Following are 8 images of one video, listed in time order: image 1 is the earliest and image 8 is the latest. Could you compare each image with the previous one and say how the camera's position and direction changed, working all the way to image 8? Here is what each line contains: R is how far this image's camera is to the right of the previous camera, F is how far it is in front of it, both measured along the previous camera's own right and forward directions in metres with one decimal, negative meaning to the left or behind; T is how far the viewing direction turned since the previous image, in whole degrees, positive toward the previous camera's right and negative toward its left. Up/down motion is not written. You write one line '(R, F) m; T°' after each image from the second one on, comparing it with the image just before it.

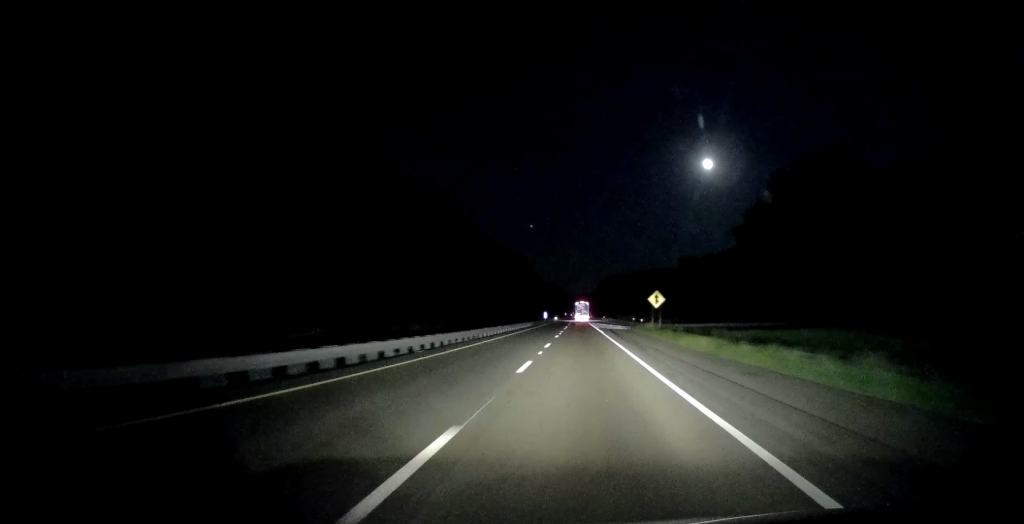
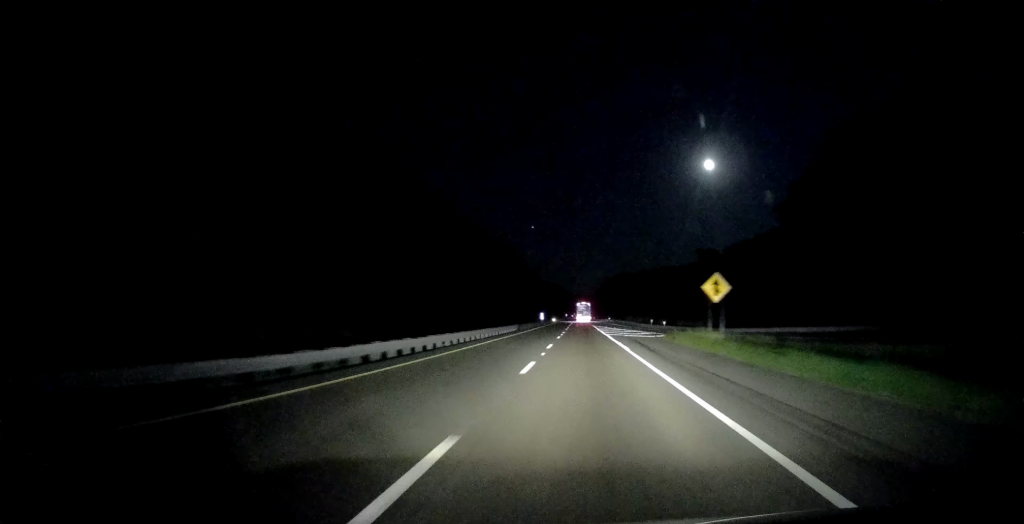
(-0.3, +24.1) m; 0°
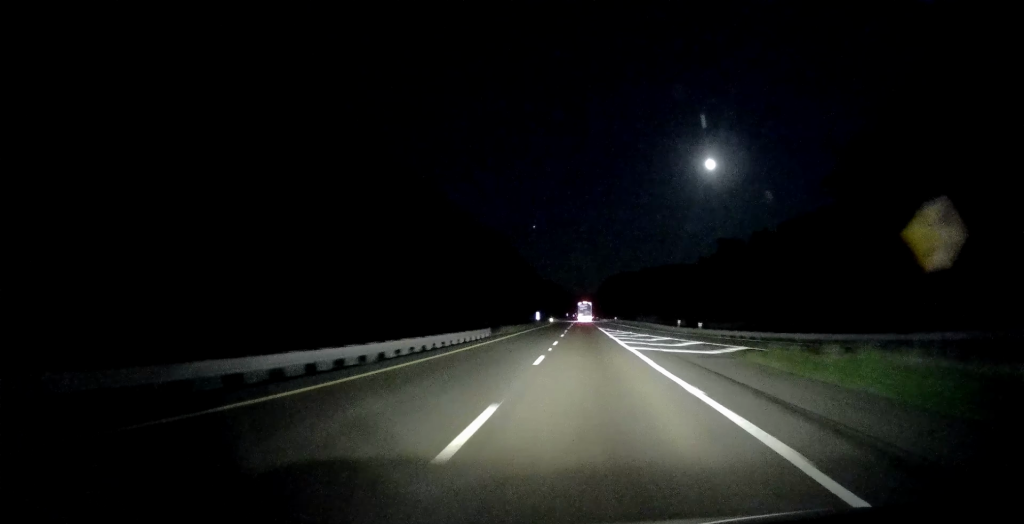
(-0.1, +20.9) m; 0°
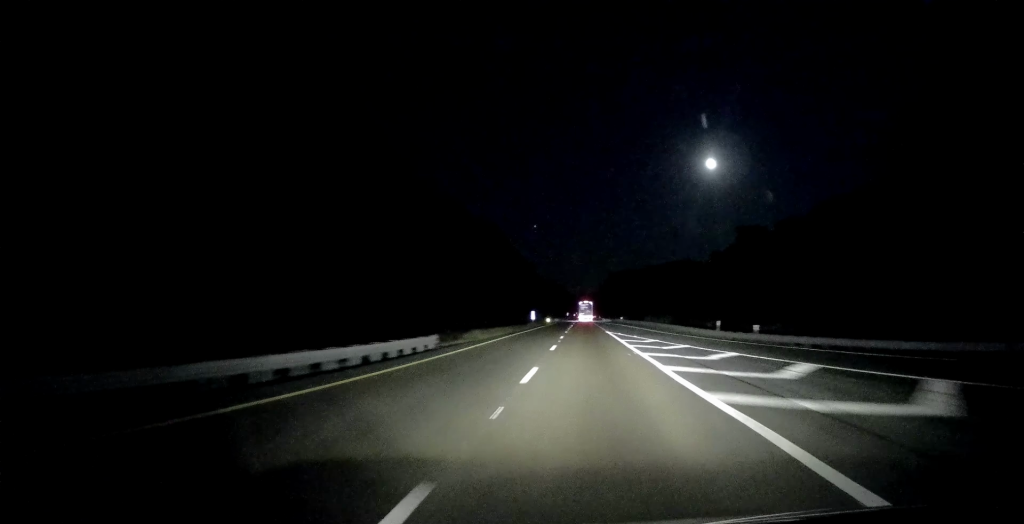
(+0.3, +16.6) m; 0°
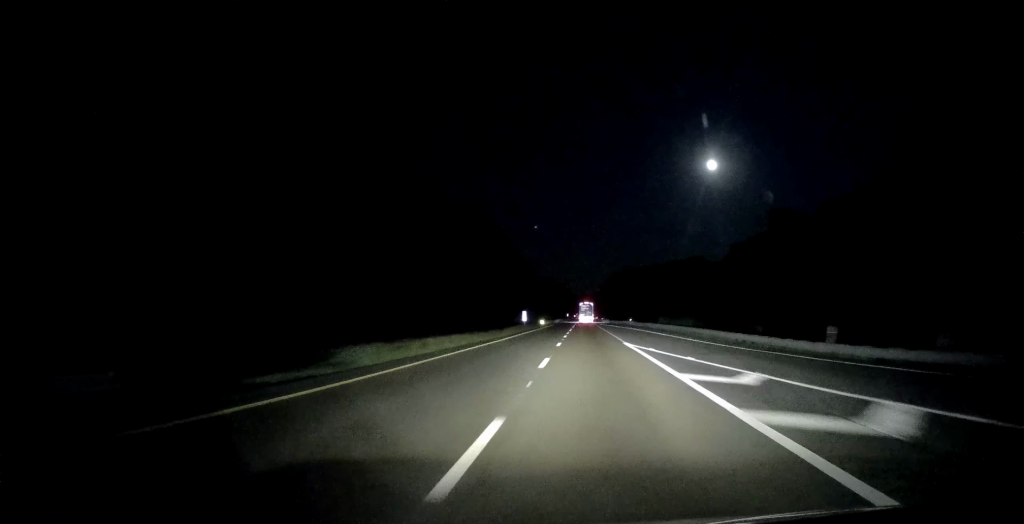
(0.0, +20.0) m; 0°
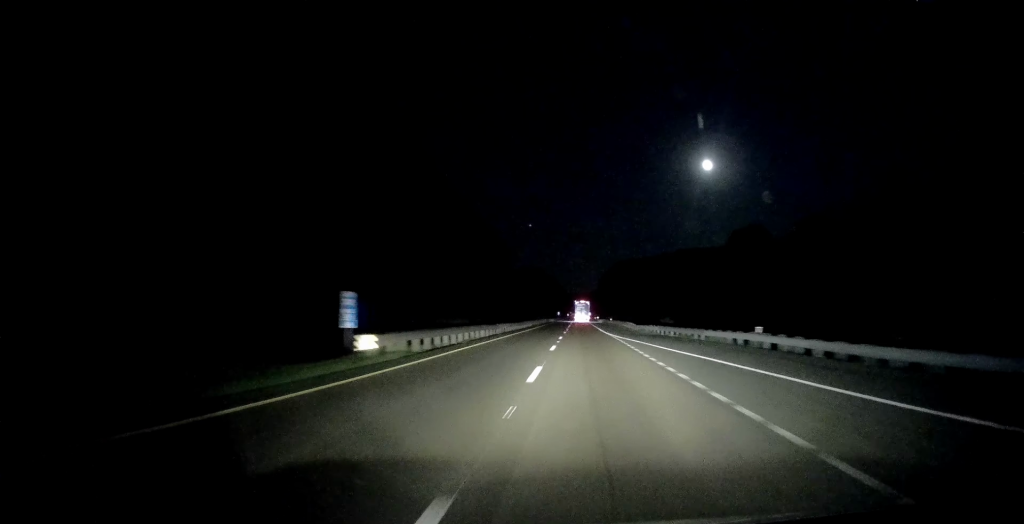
(-0.4, +77.4) m; +1°
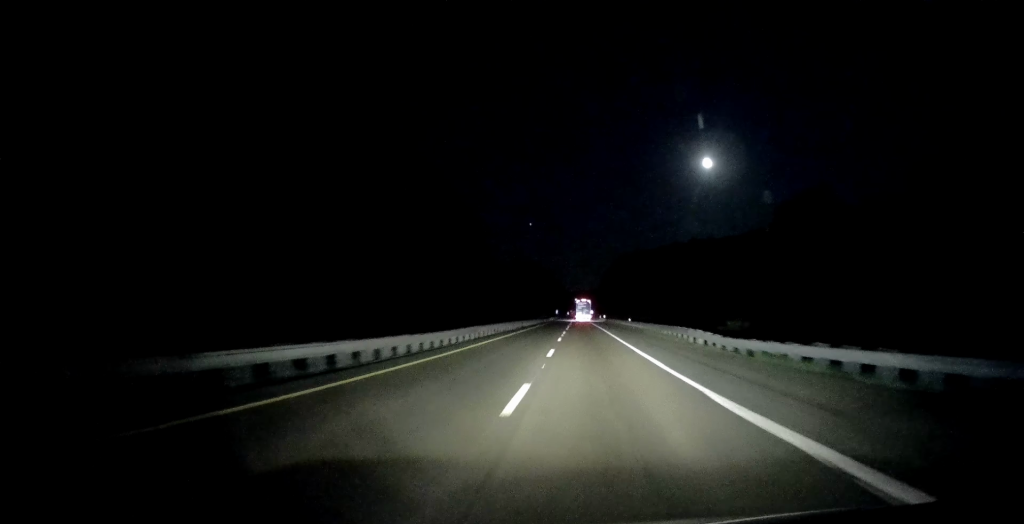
(+0.3, +40.2) m; 0°
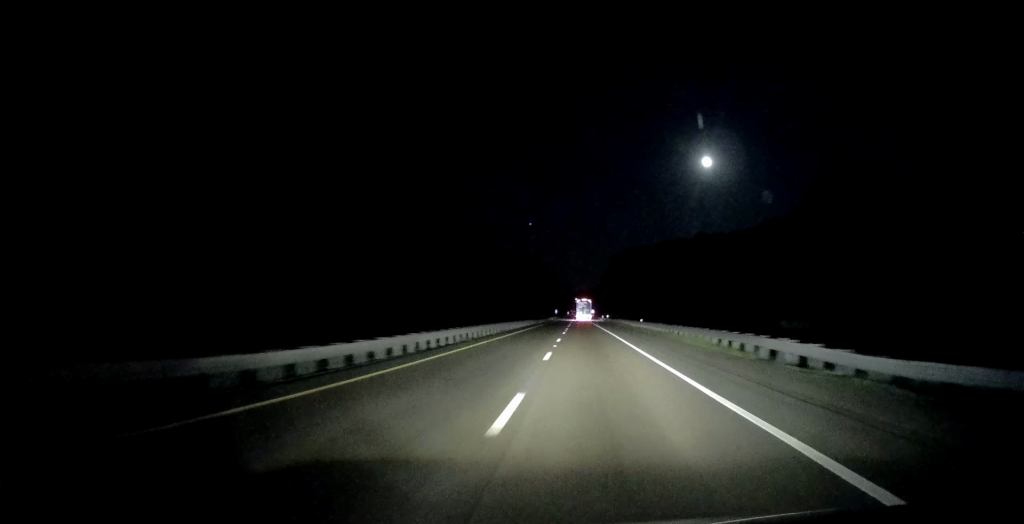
(0.0, +13.7) m; 0°
